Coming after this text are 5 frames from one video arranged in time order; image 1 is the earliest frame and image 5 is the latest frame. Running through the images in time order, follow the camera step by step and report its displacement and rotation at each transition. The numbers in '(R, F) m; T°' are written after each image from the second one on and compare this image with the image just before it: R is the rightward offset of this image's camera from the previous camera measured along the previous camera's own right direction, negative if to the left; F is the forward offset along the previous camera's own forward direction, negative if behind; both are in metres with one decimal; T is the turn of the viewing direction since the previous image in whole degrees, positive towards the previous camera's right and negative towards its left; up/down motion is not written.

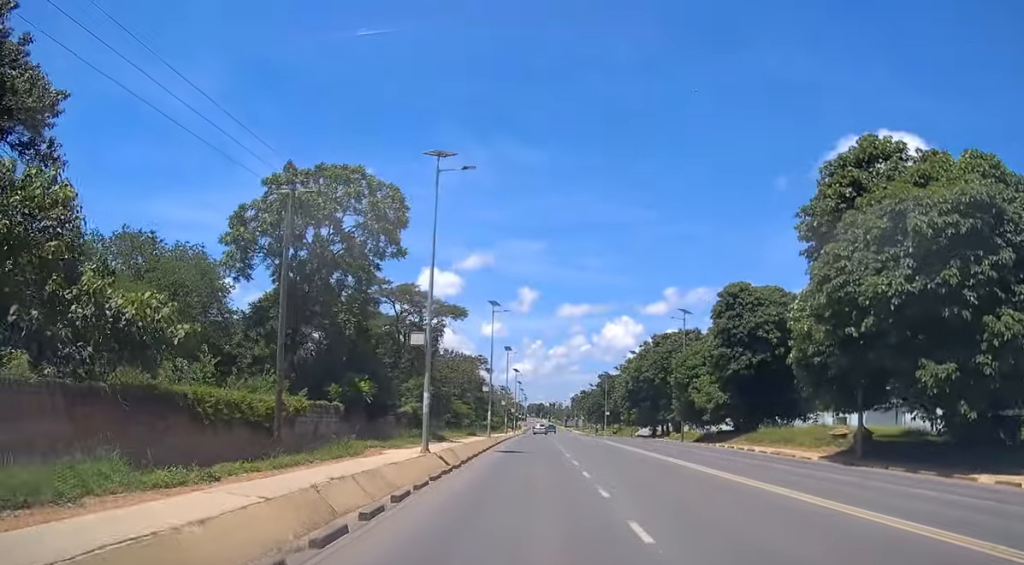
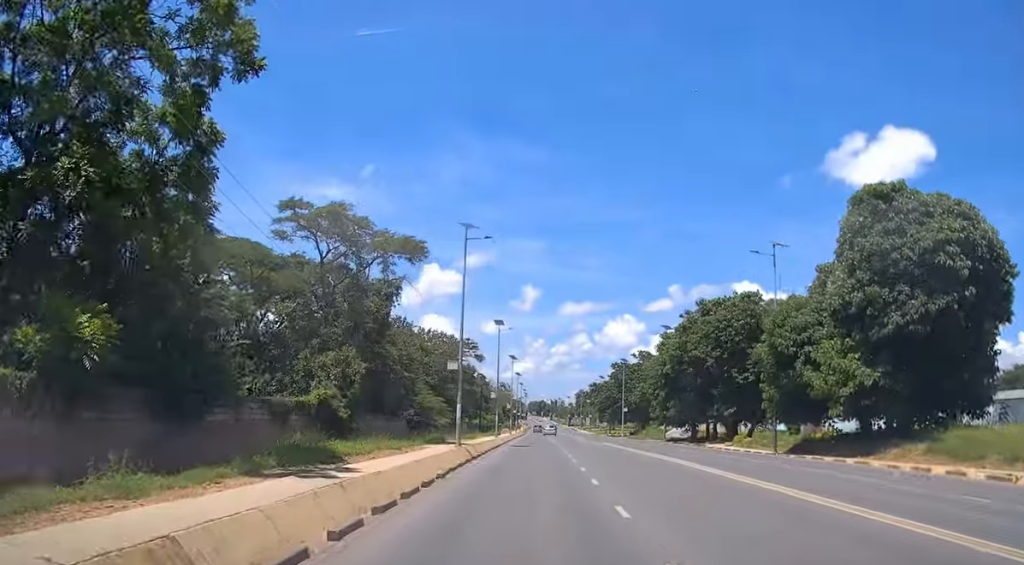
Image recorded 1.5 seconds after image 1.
(0.0, +25.6) m; 0°
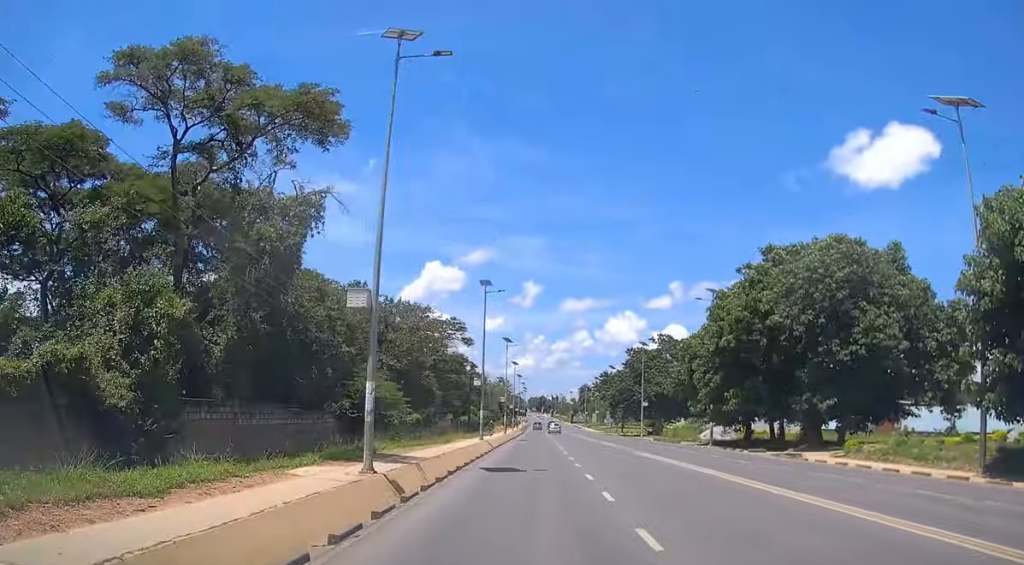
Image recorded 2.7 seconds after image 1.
(0.0, +20.3) m; 0°
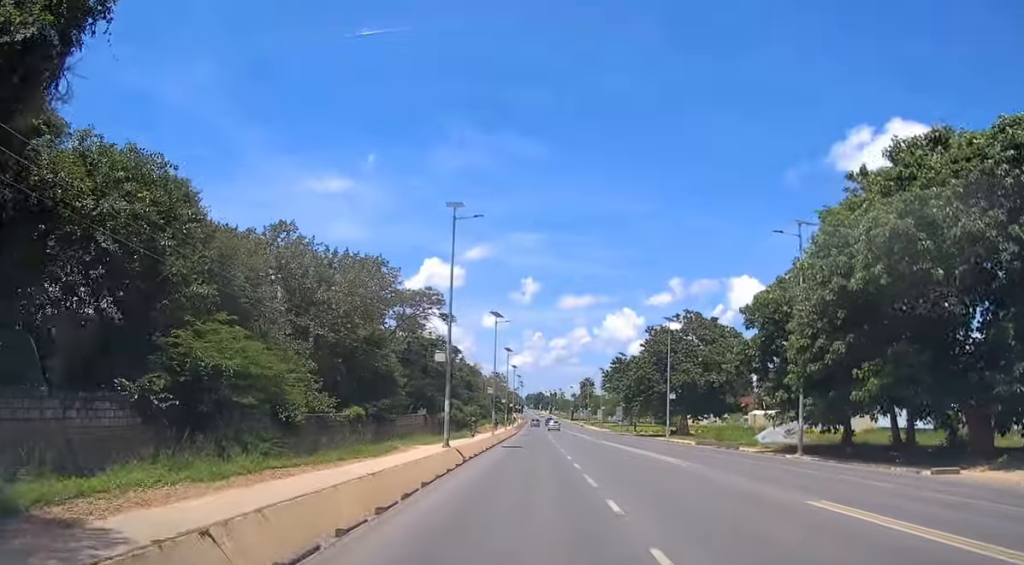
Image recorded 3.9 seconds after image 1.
(0.0, +19.7) m; 0°
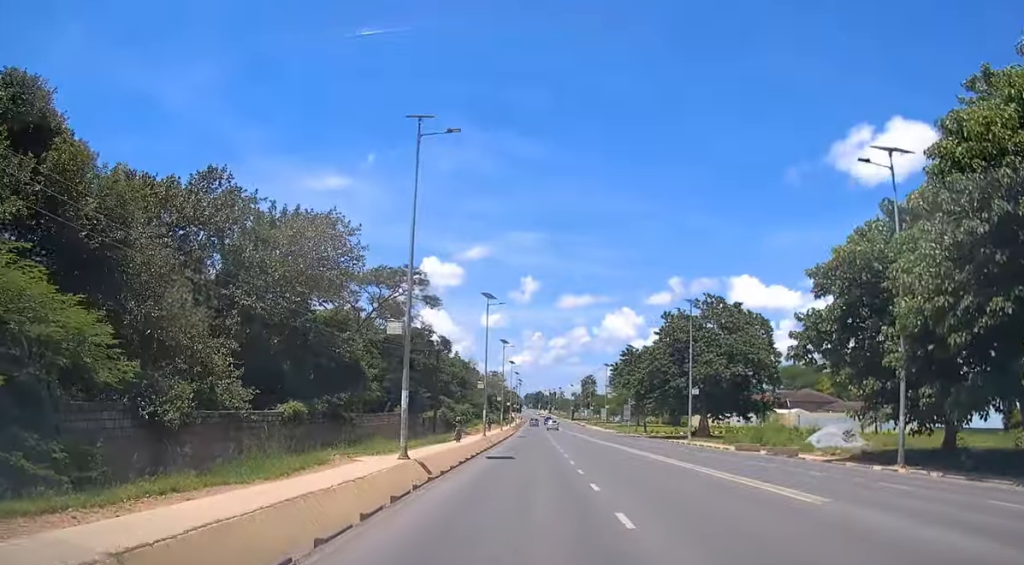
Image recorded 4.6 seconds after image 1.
(0.0, +10.8) m; 0°
